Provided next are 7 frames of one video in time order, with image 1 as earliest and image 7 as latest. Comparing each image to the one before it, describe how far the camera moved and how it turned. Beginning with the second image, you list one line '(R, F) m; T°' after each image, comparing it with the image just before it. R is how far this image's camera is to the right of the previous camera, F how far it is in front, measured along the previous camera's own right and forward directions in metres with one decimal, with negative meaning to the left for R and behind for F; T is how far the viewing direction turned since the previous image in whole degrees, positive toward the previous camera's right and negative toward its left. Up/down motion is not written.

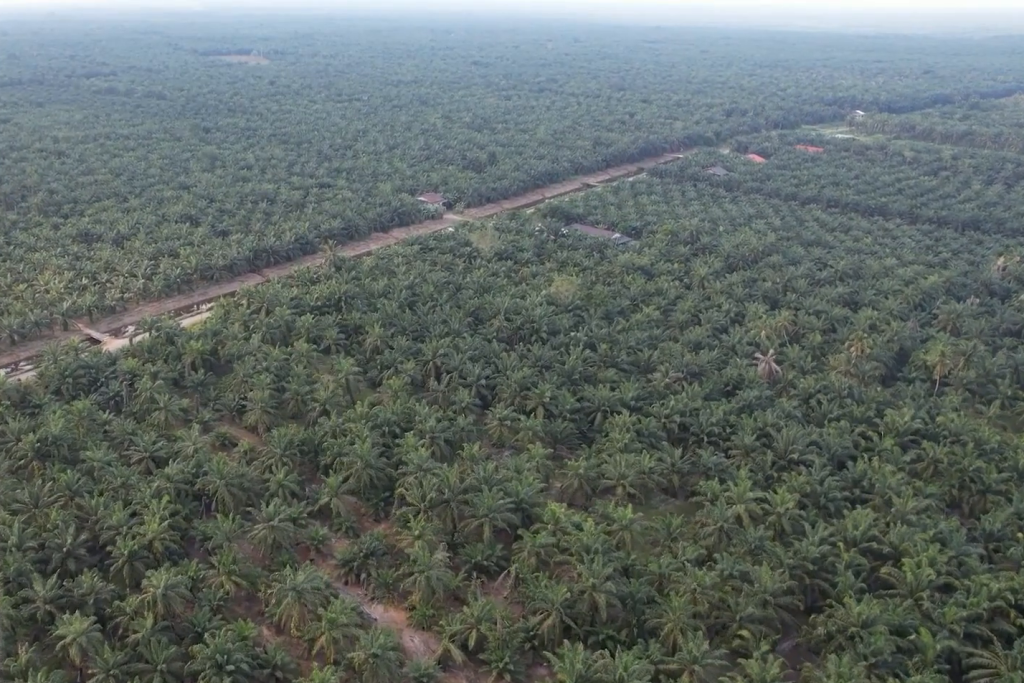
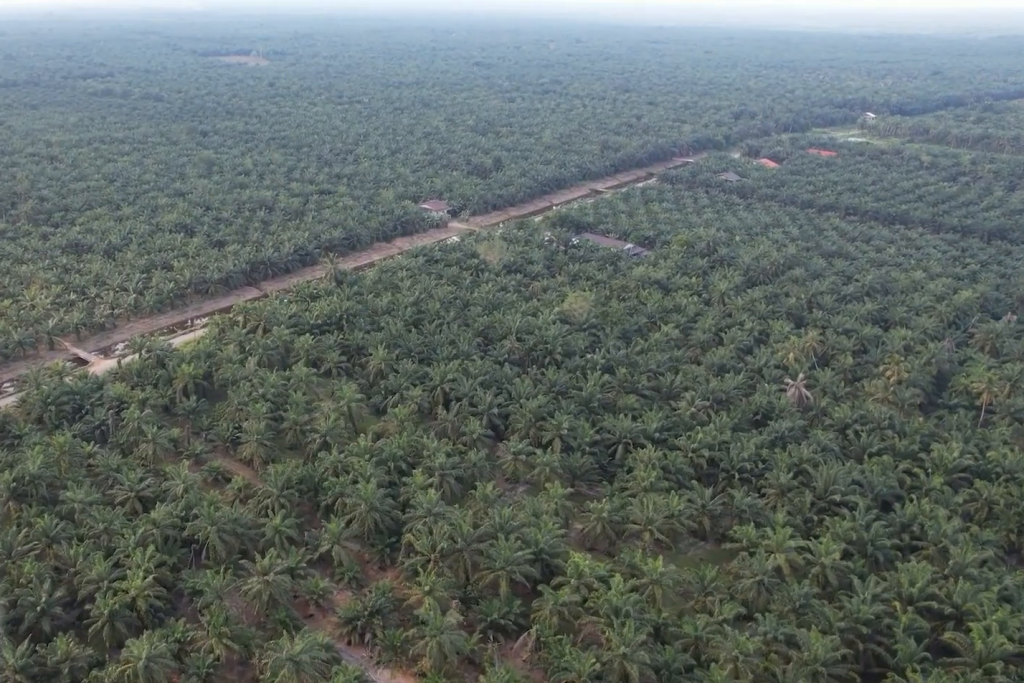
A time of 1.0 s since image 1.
(0.0, +14.9) m; 0°
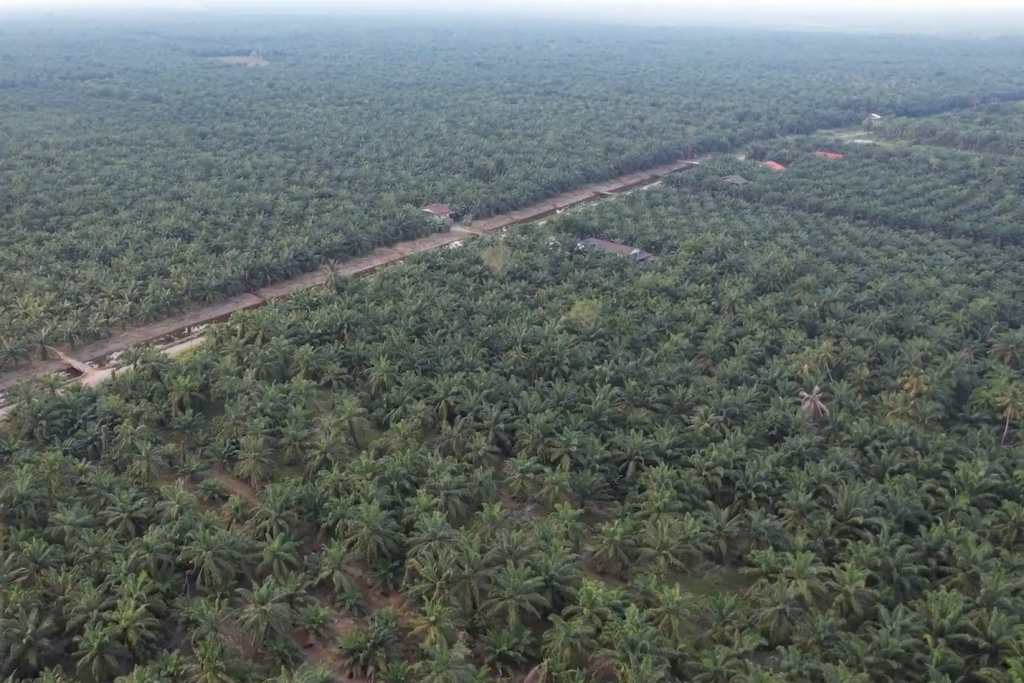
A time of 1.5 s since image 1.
(0.0, +7.1) m; 0°
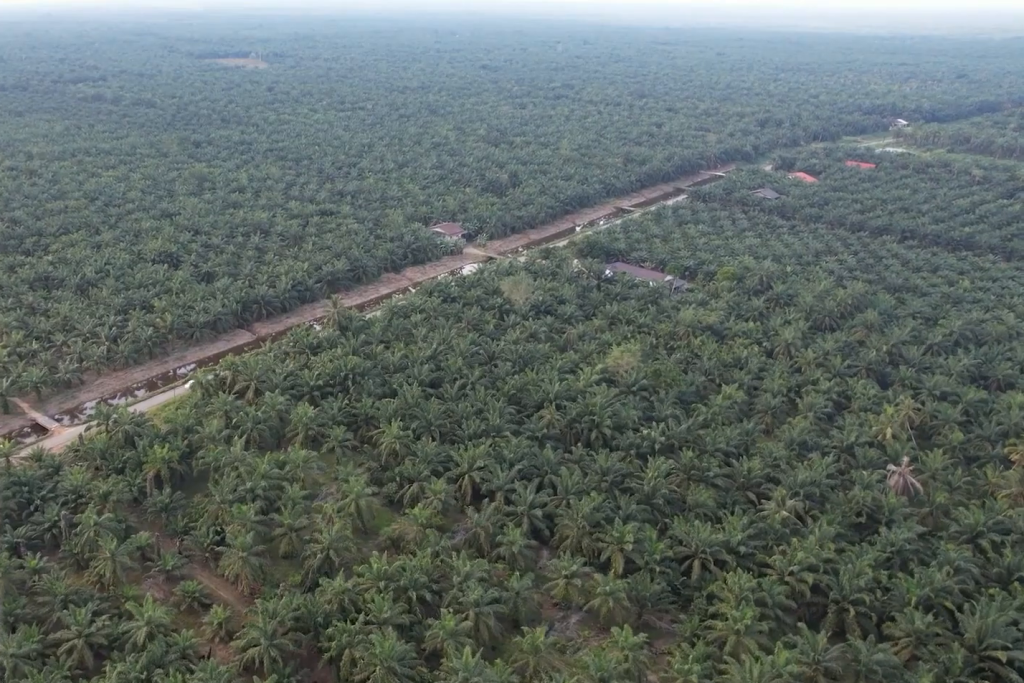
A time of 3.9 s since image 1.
(-0.1, +33.4) m; 0°
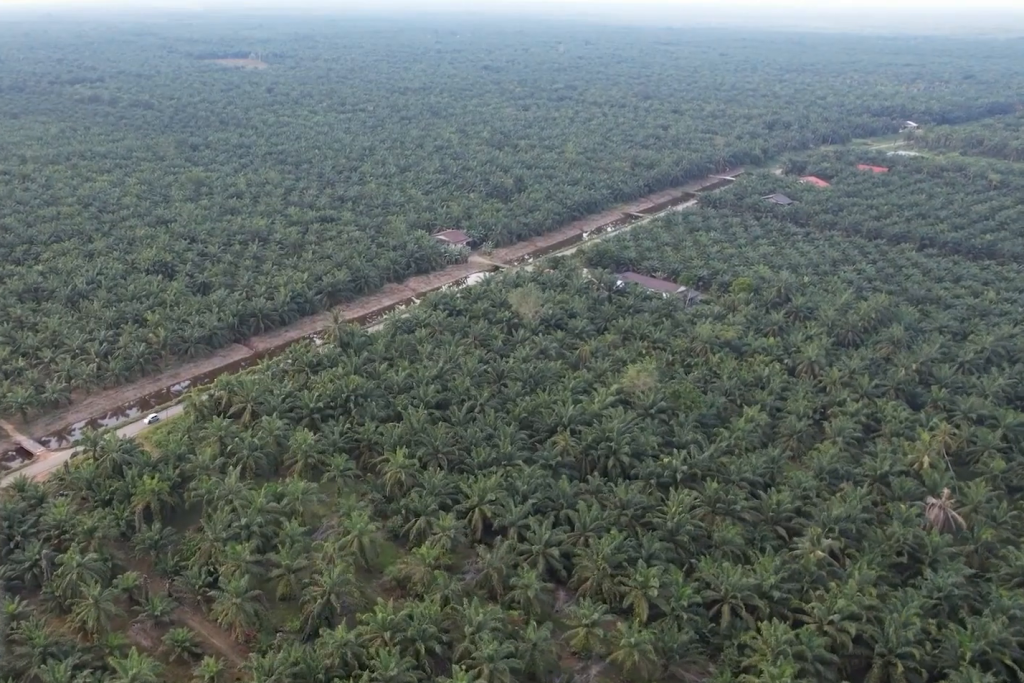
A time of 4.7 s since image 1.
(0.0, +11.9) m; 0°
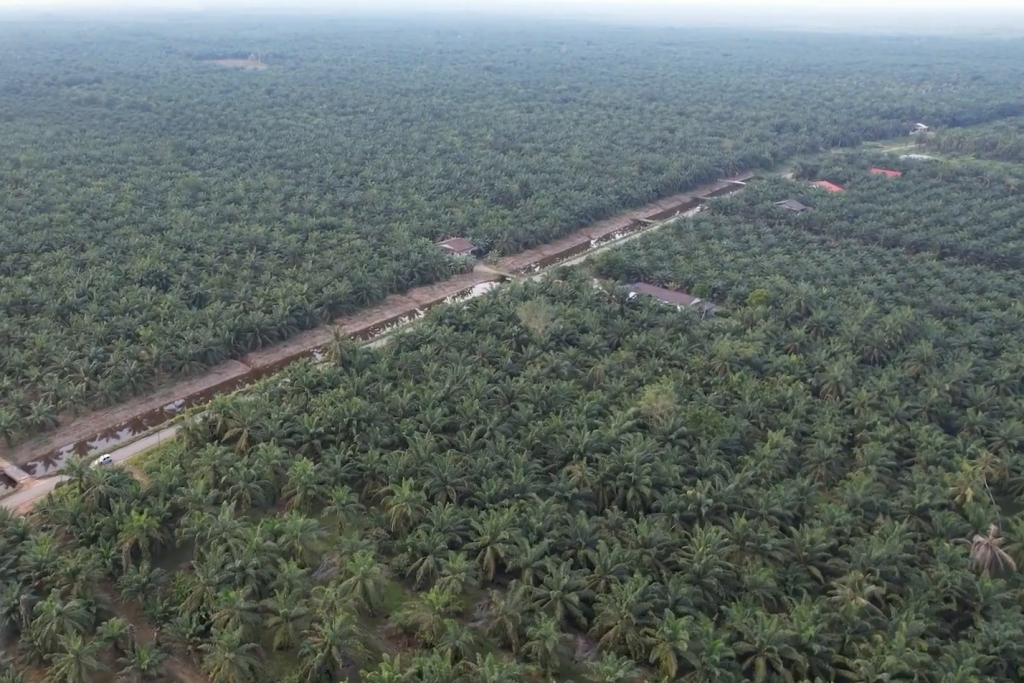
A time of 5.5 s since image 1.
(0.0, +11.9) m; 0°
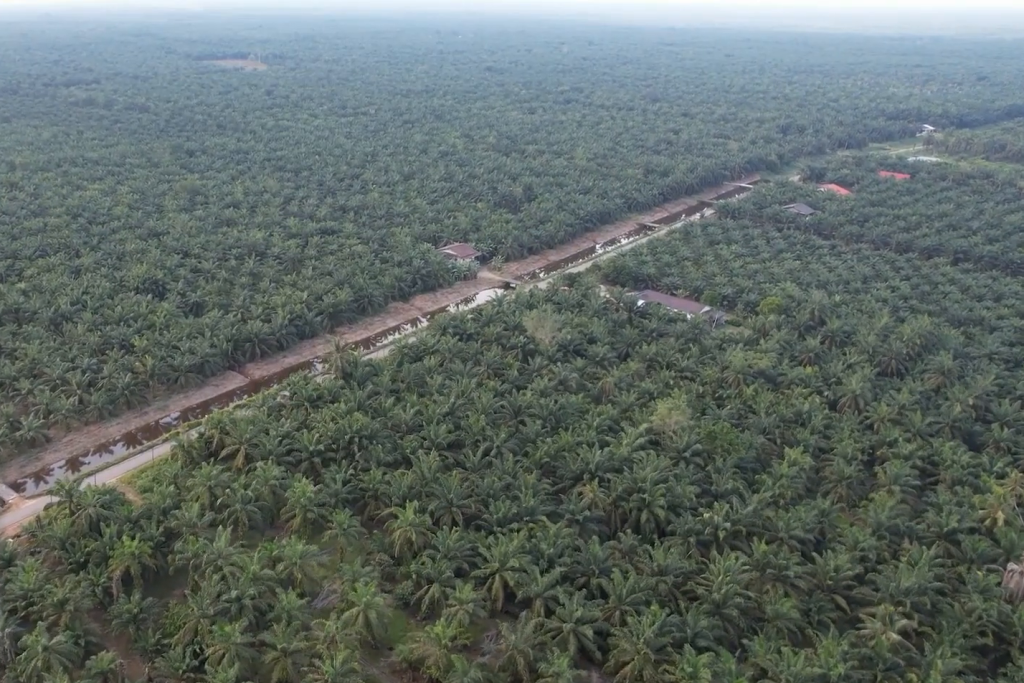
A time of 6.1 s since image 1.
(0.0, +7.8) m; 0°
